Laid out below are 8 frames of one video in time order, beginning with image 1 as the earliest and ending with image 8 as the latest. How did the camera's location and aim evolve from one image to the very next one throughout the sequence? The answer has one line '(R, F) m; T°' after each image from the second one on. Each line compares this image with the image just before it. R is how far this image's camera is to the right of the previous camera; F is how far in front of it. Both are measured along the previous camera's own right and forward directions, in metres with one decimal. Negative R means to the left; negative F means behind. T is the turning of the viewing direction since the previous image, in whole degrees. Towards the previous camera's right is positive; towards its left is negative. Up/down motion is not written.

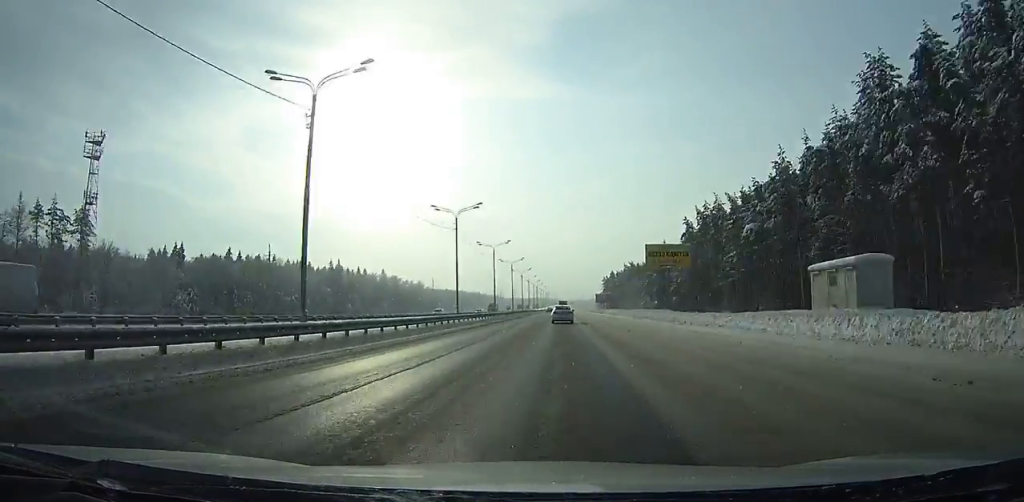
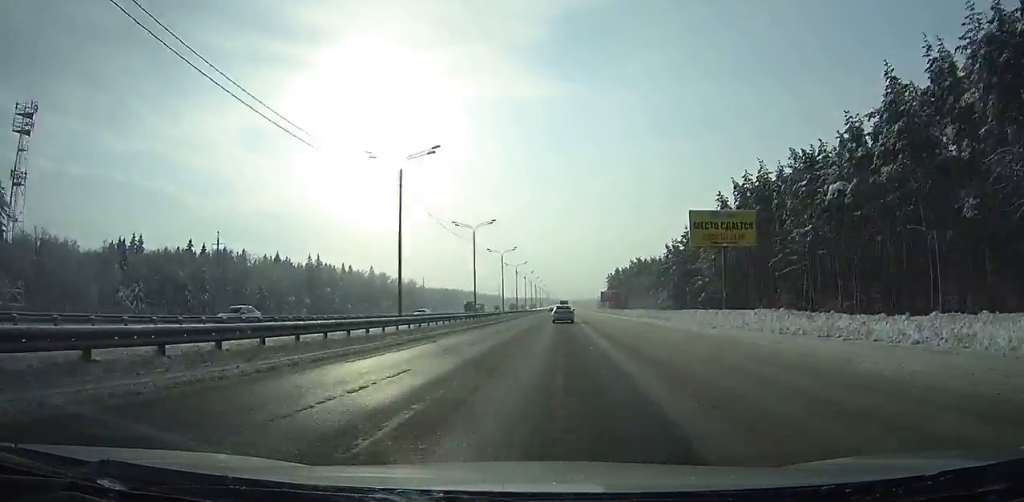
(0.0, +26.0) m; 0°
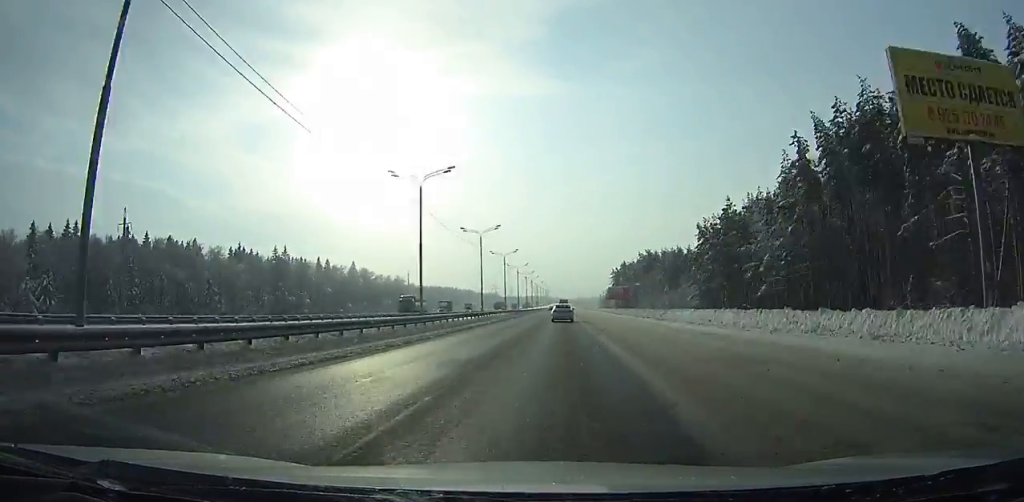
(-0.1, +32.4) m; 0°
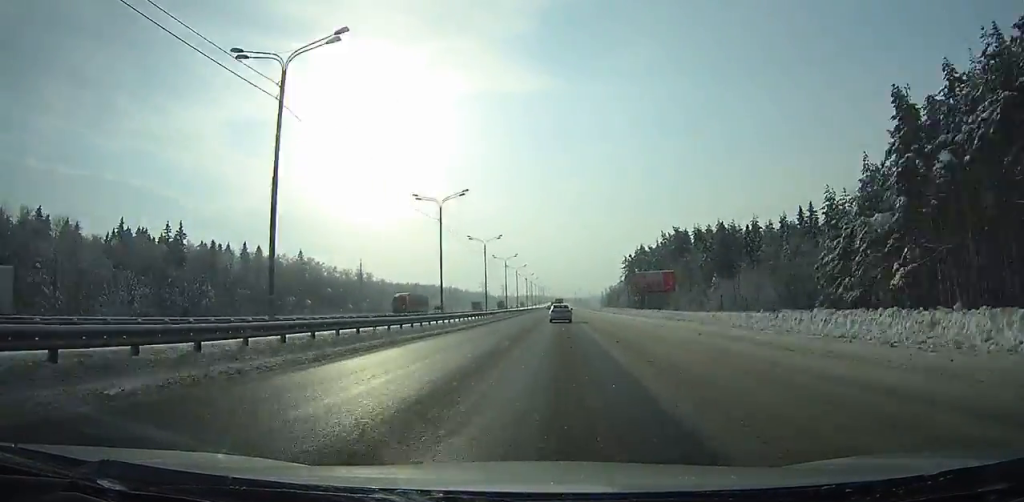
(-0.1, +67.0) m; 0°
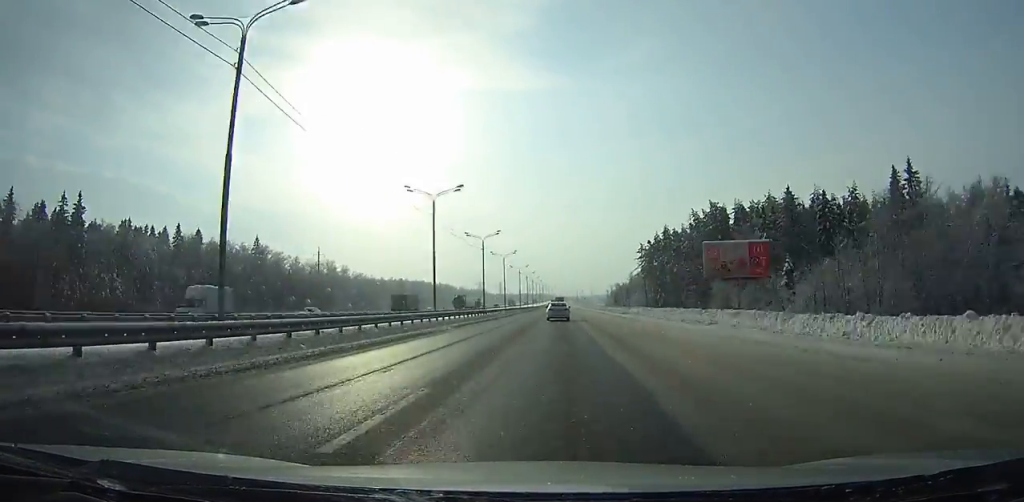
(0.0, +43.2) m; 0°
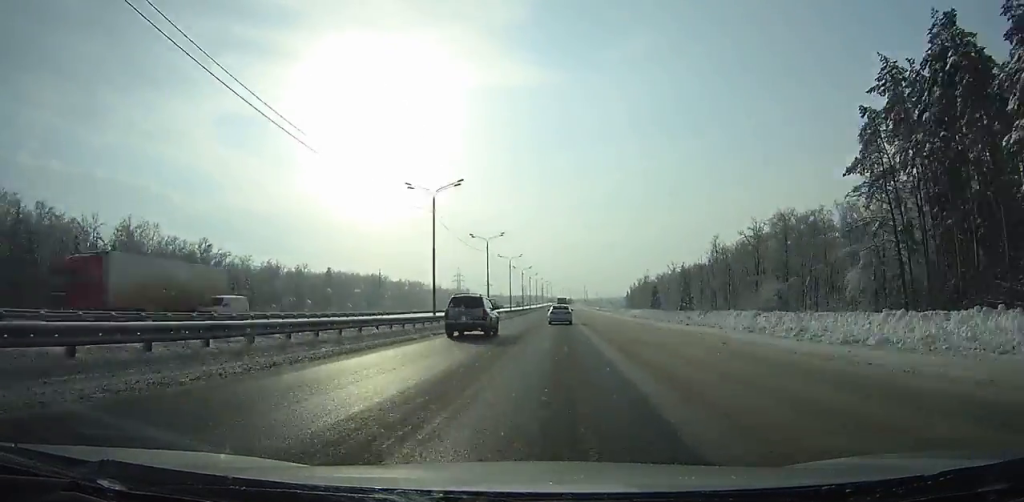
(-0.1, +133.8) m; 0°
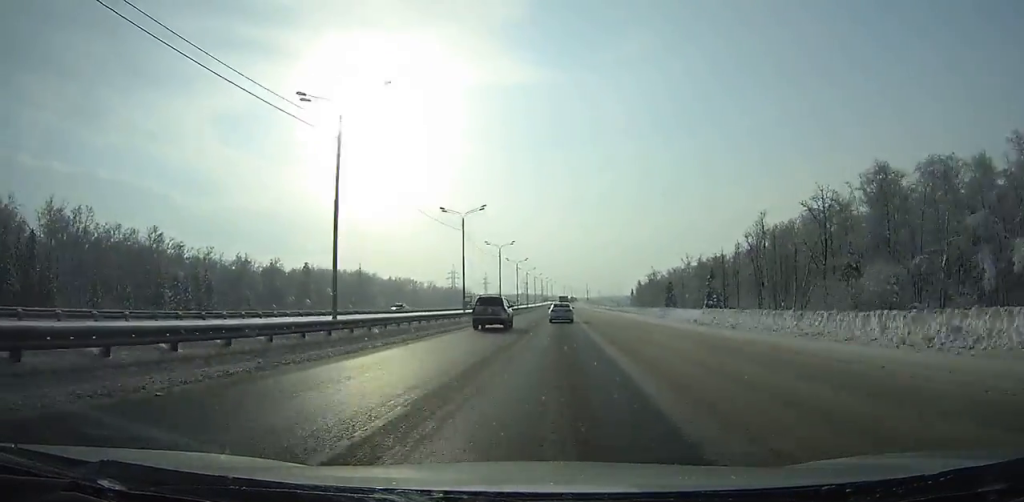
(+0.1, +28.0) m; 0°
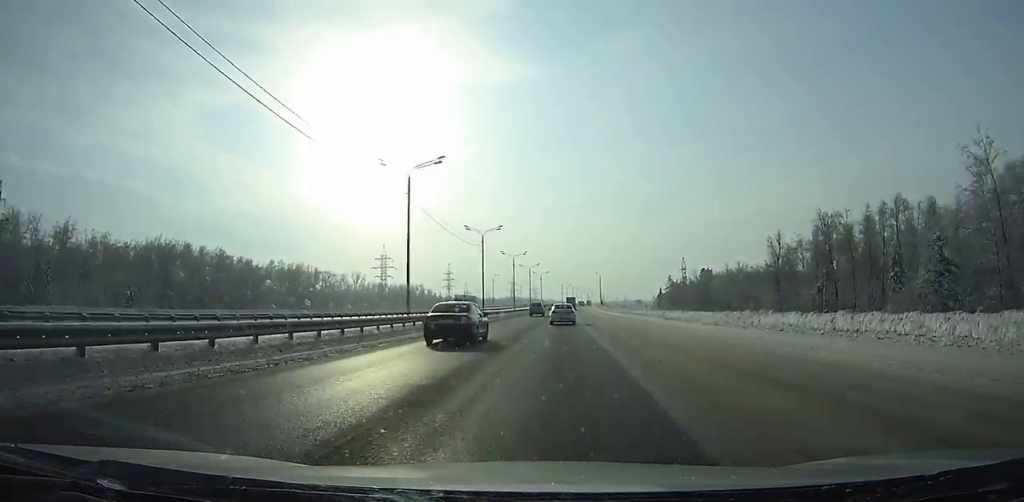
(-0.7, +165.0) m; 0°
